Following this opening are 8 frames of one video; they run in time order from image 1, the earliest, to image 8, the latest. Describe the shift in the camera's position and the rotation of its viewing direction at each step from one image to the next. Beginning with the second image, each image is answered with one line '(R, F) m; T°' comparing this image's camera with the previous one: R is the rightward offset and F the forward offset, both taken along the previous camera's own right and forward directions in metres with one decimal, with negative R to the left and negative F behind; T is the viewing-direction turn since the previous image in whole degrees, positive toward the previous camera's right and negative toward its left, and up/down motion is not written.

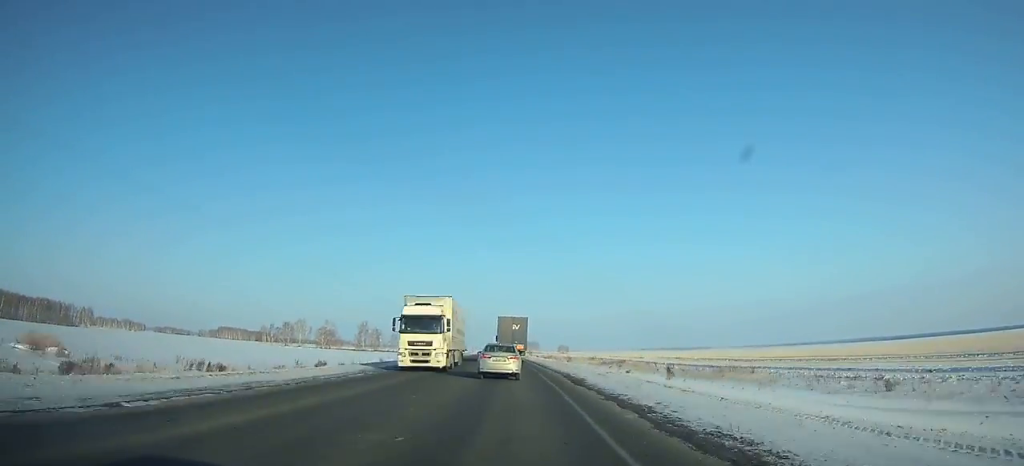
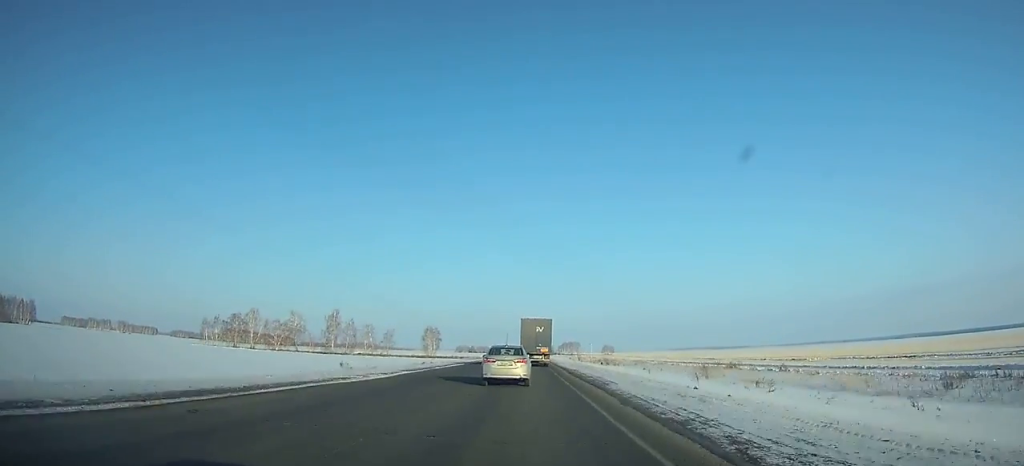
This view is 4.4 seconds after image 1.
(-2.3, +96.8) m; -2°
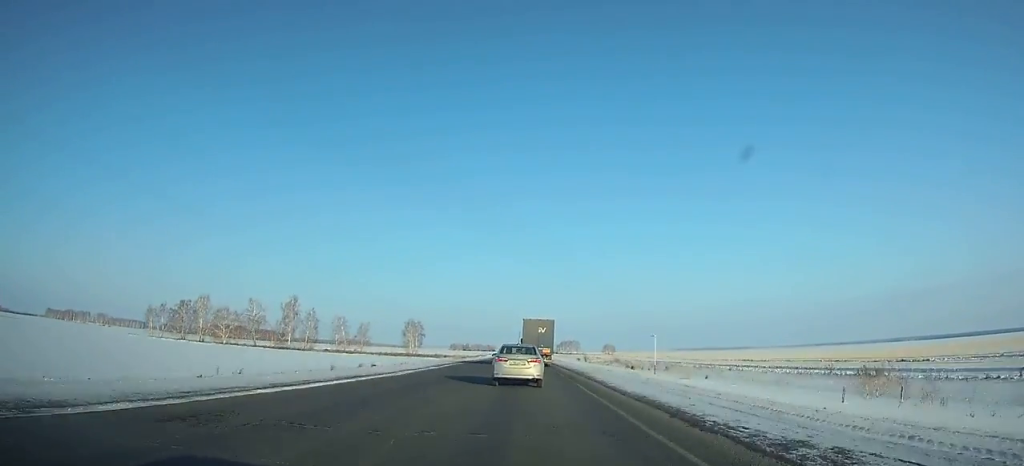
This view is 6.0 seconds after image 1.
(+0.1, +34.7) m; 0°
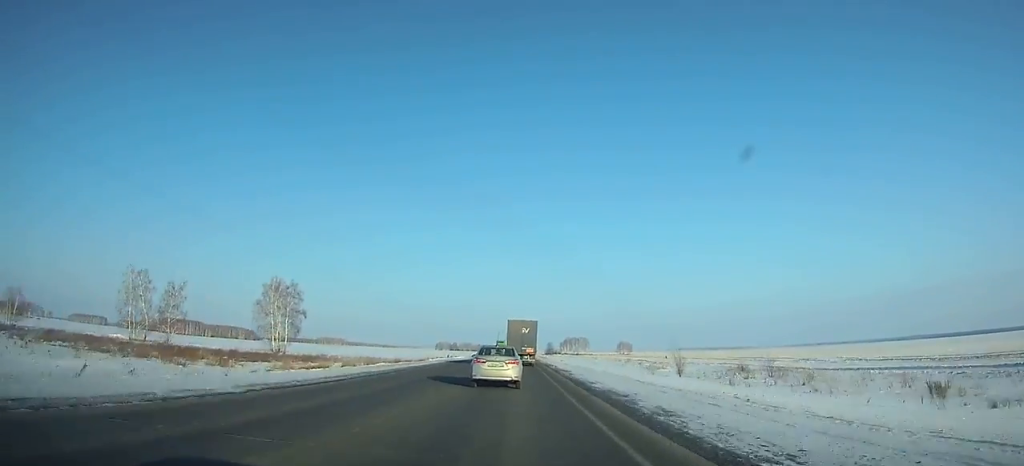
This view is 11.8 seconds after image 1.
(+0.3, +124.0) m; 0°
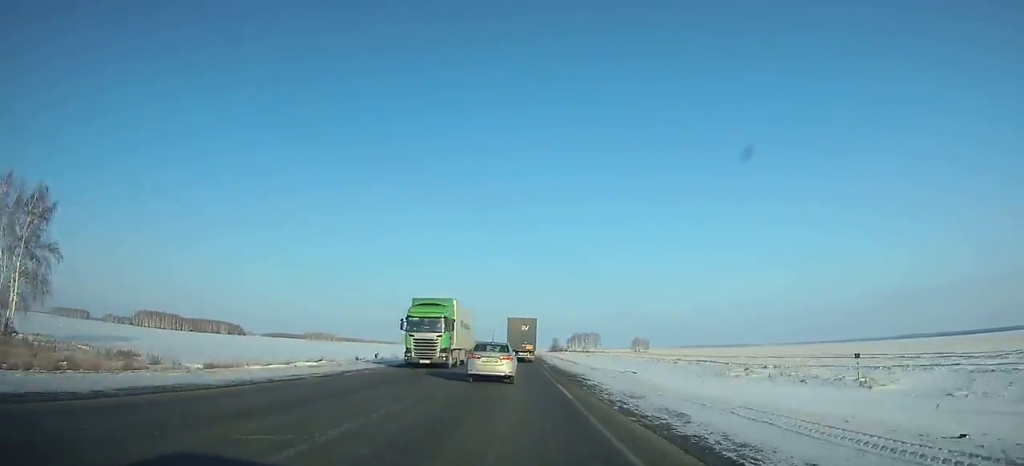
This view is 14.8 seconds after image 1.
(-0.2, +63.7) m; 0°
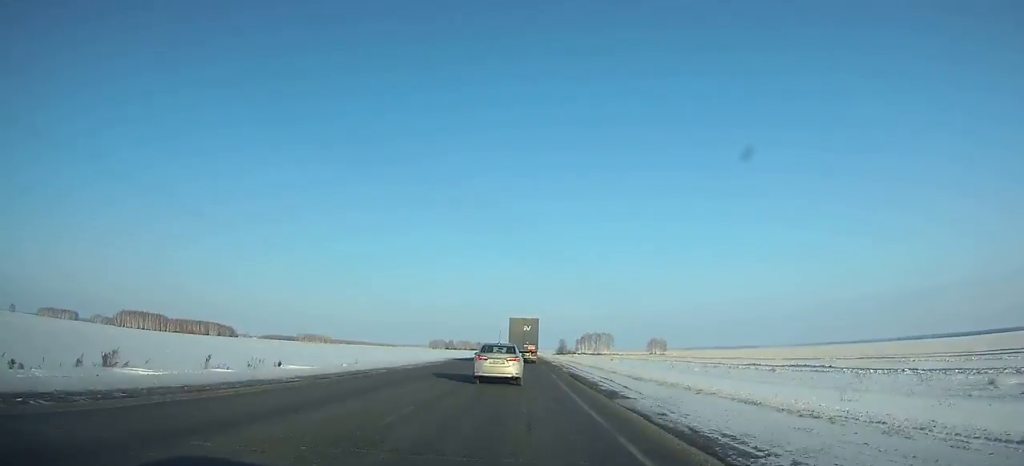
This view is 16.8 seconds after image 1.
(0.0, +42.6) m; 0°
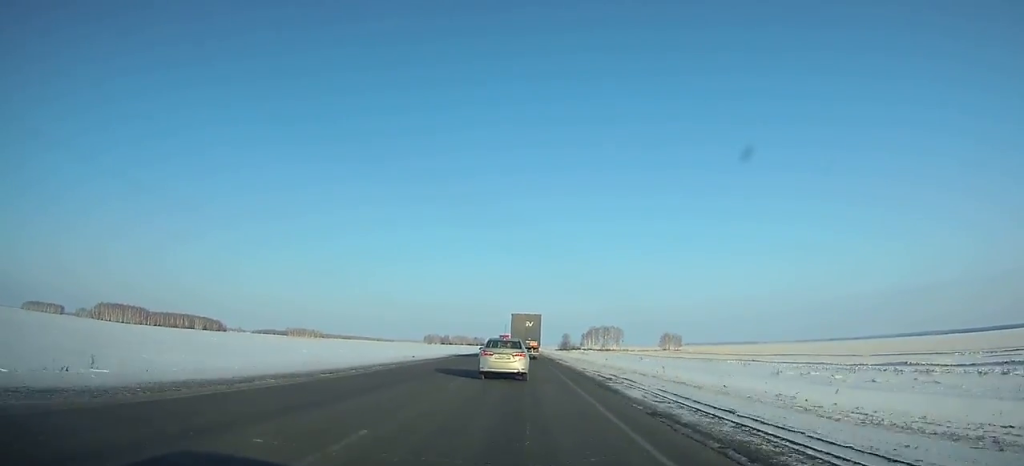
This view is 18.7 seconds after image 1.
(-0.1, +40.7) m; 0°
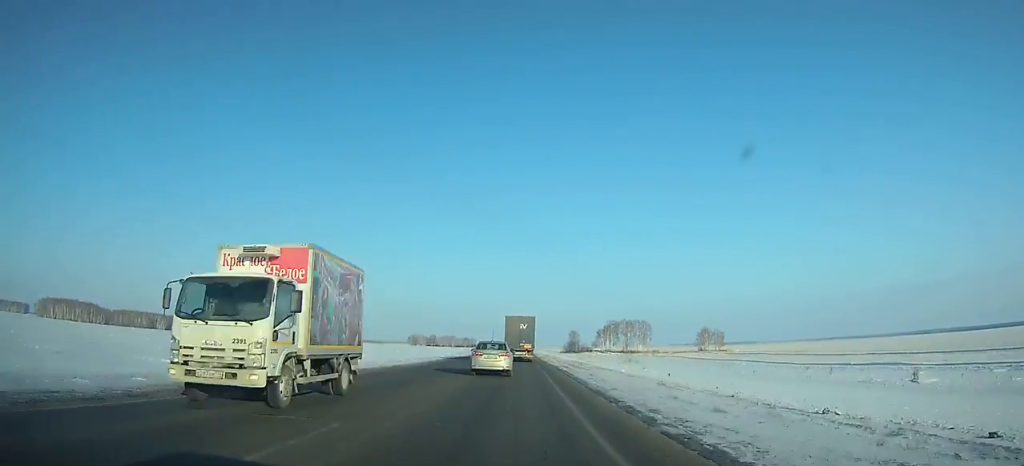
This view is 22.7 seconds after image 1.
(+0.2, +87.1) m; 0°
